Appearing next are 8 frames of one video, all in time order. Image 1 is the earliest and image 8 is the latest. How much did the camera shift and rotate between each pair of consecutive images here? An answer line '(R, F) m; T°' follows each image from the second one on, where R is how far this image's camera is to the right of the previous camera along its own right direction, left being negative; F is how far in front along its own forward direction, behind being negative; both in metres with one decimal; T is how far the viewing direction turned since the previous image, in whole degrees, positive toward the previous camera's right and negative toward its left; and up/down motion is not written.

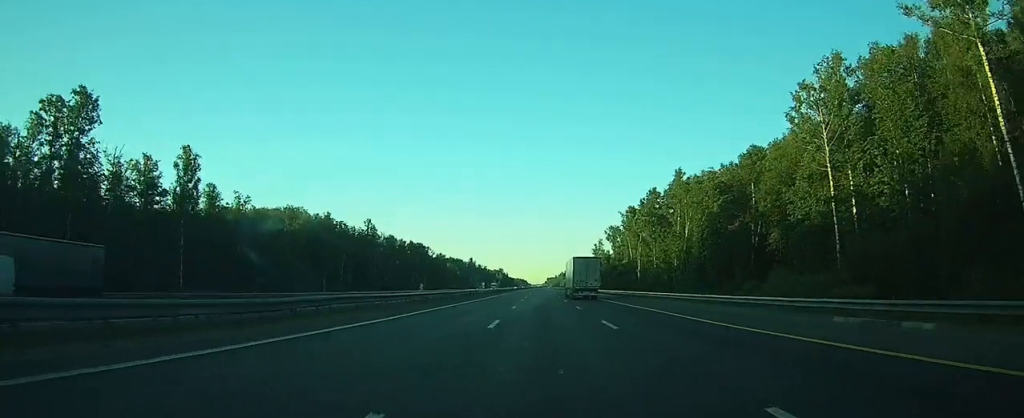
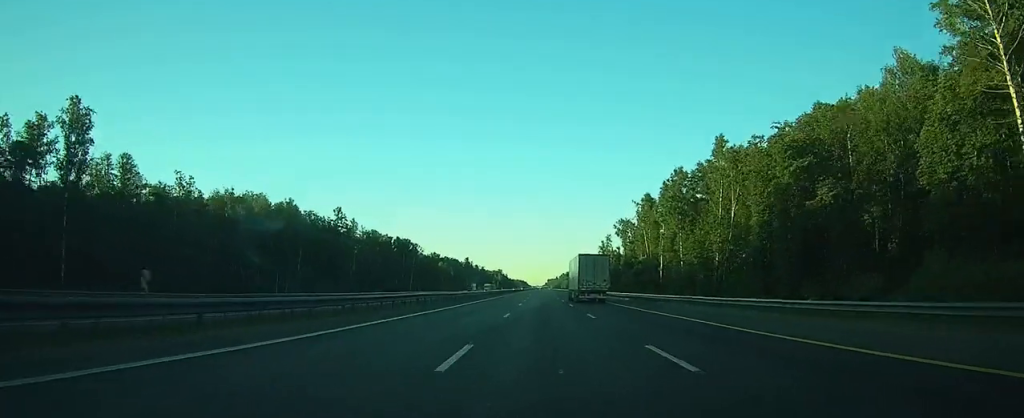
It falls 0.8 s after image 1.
(0.0, +25.0) m; 0°
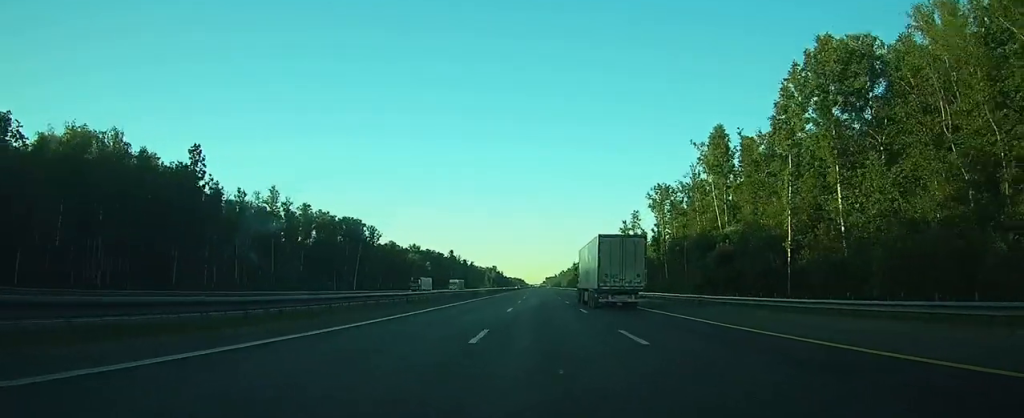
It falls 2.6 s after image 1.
(-0.3, +59.9) m; -1°
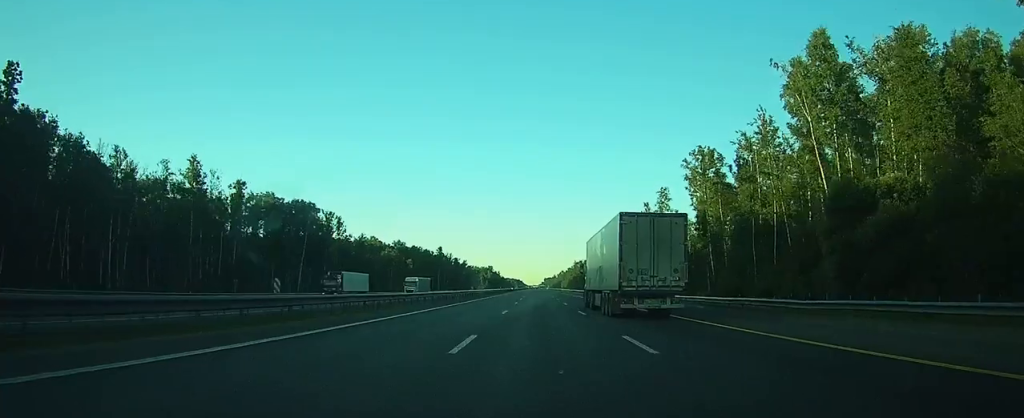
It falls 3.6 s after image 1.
(+0.1, +33.7) m; 0°
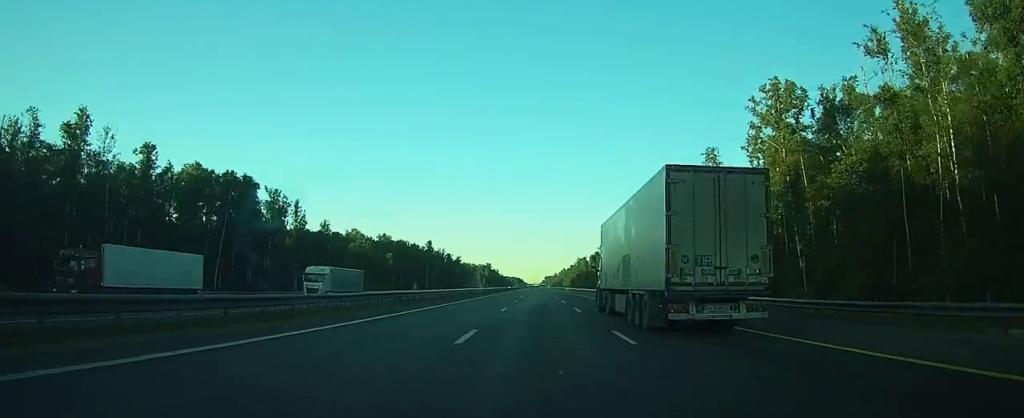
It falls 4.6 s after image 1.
(0.0, +30.4) m; 0°
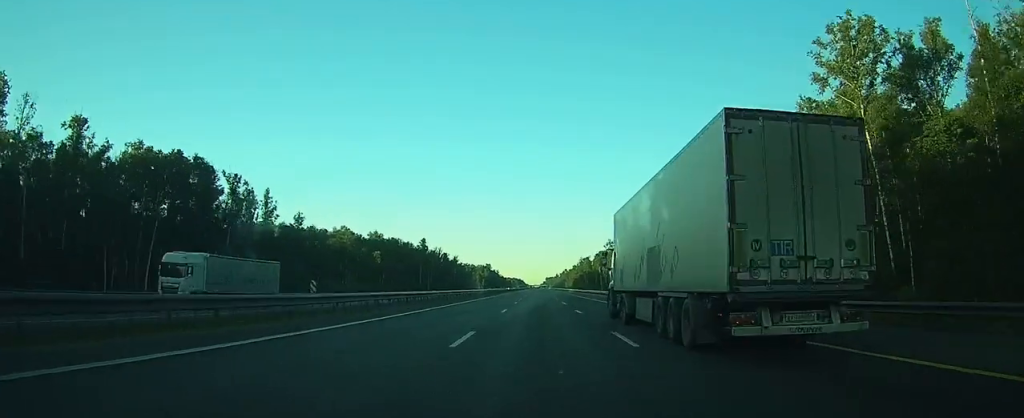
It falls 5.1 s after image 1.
(0.0, +16.3) m; 0°
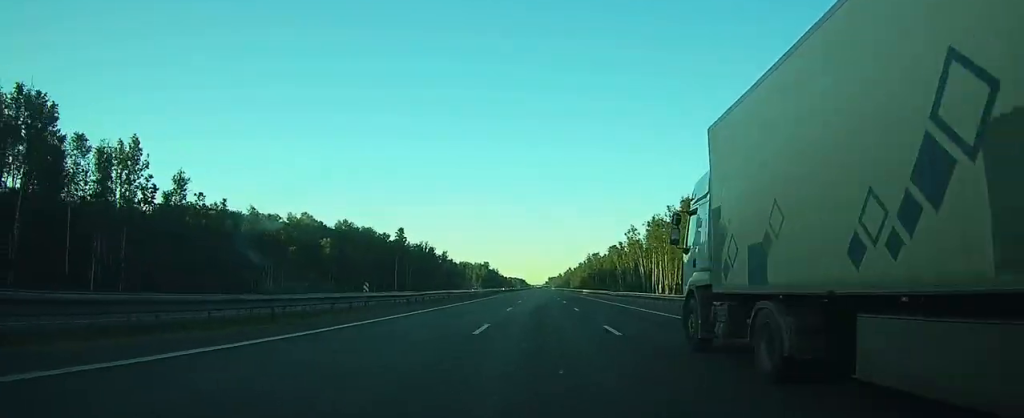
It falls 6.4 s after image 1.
(0.0, +44.5) m; 0°
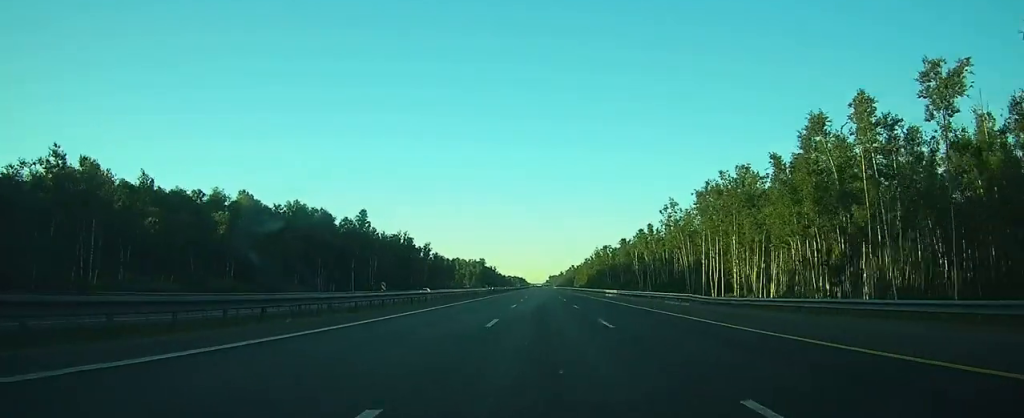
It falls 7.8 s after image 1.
(-0.1, +45.6) m; 0°
